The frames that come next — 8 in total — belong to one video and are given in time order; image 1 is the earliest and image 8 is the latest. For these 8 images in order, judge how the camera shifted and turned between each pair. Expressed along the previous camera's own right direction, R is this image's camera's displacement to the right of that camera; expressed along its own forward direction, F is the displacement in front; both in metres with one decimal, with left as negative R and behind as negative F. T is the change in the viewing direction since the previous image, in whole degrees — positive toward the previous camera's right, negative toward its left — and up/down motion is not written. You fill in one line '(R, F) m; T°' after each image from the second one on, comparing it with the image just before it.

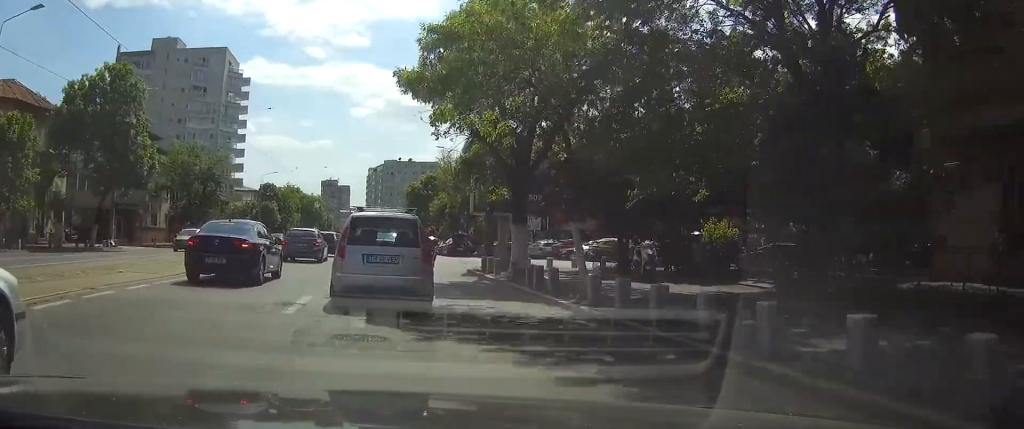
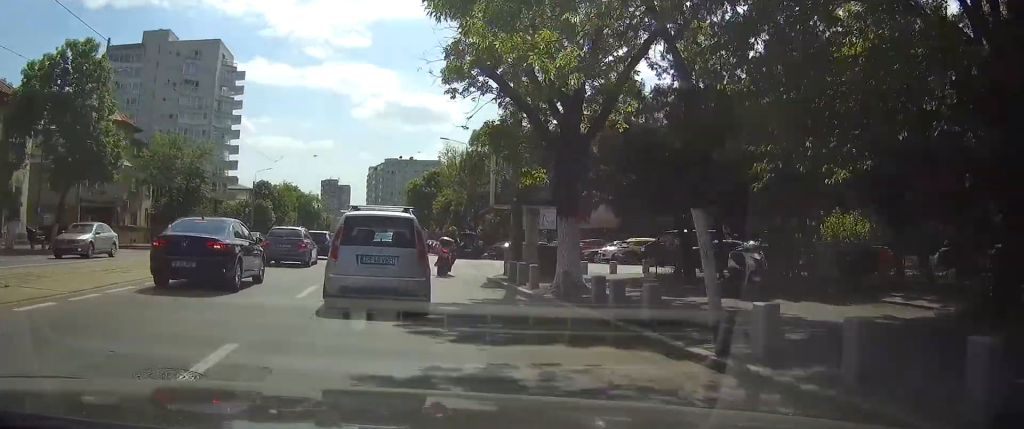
(0.0, +6.4) m; 0°
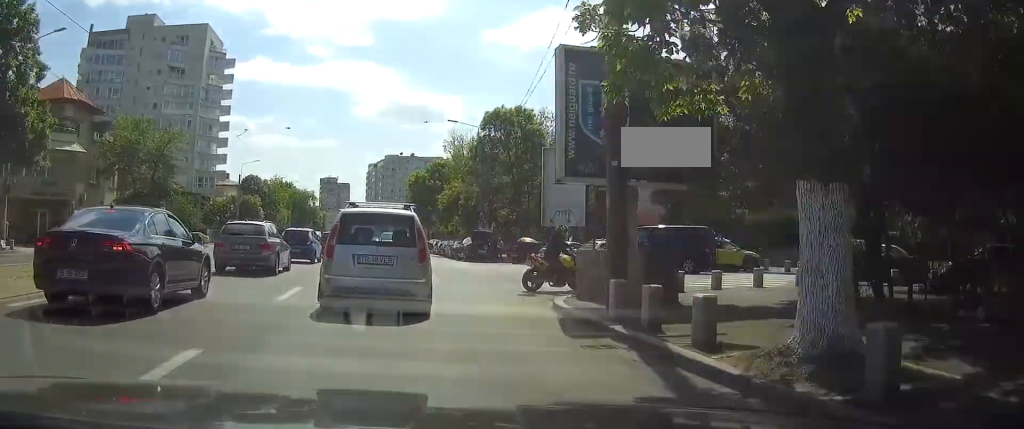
(-0.1, +10.2) m; -1°
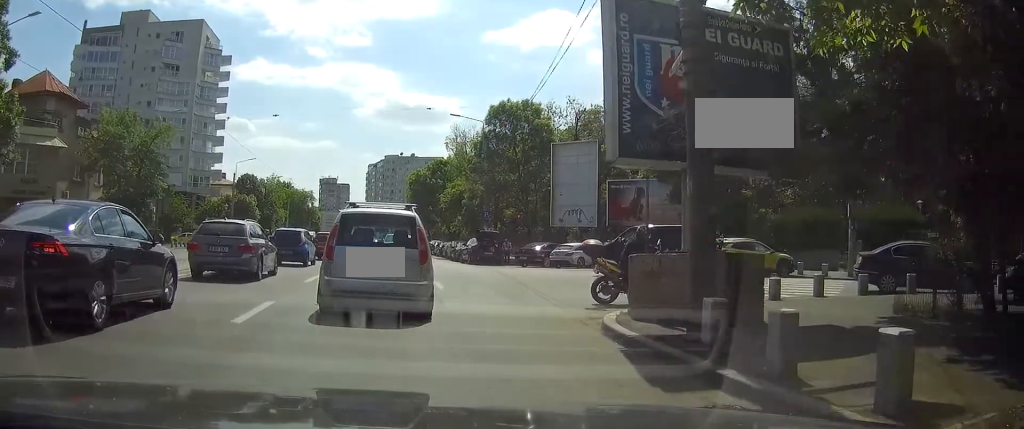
(0.0, +3.5) m; 0°
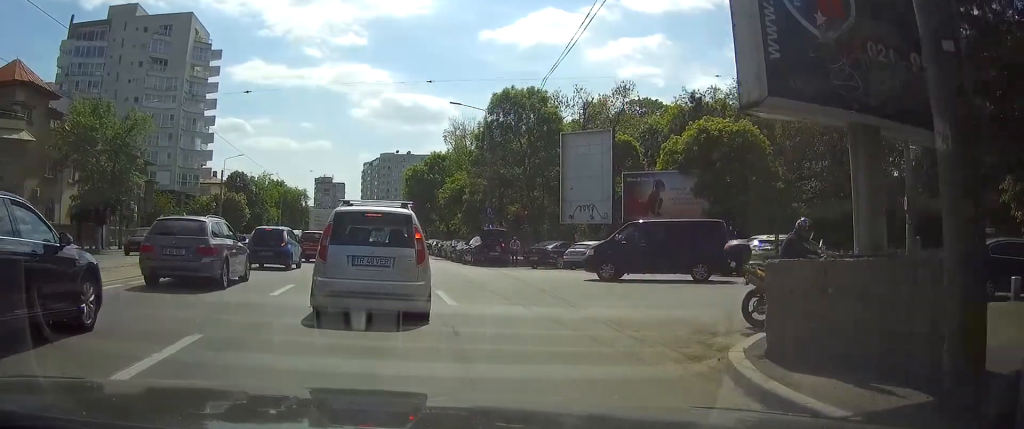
(+0.1, +4.6) m; +1°
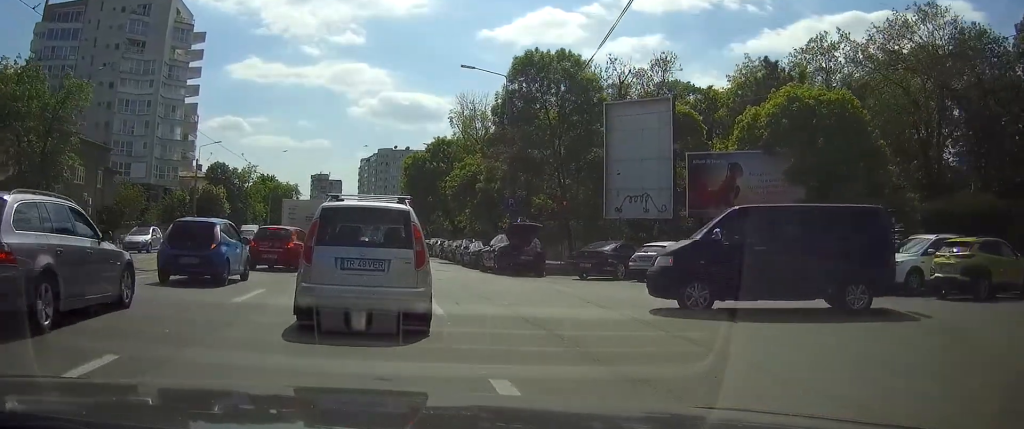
(+0.3, +11.1) m; +2°
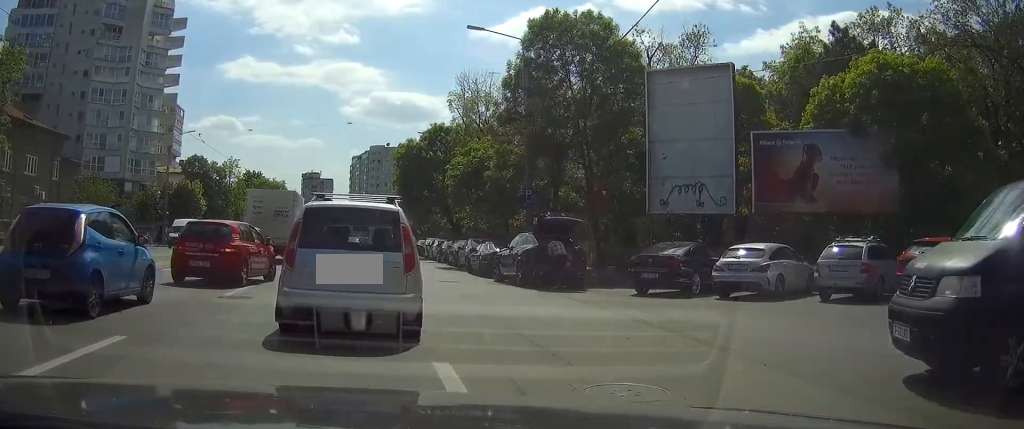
(0.0, +7.9) m; +1°
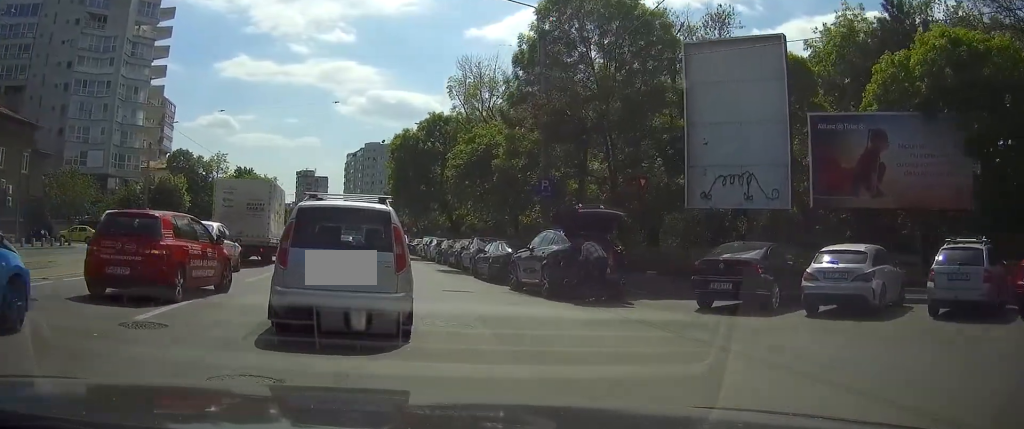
(+0.1, +4.8) m; +2°
